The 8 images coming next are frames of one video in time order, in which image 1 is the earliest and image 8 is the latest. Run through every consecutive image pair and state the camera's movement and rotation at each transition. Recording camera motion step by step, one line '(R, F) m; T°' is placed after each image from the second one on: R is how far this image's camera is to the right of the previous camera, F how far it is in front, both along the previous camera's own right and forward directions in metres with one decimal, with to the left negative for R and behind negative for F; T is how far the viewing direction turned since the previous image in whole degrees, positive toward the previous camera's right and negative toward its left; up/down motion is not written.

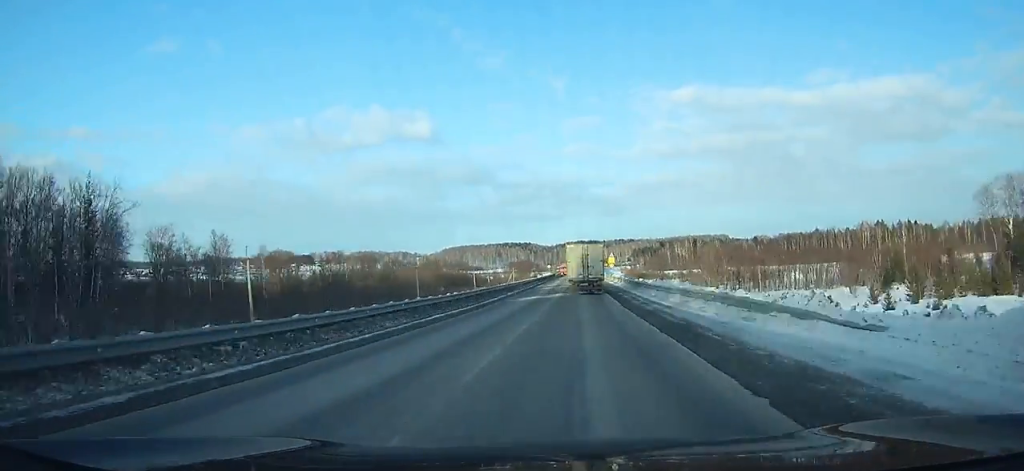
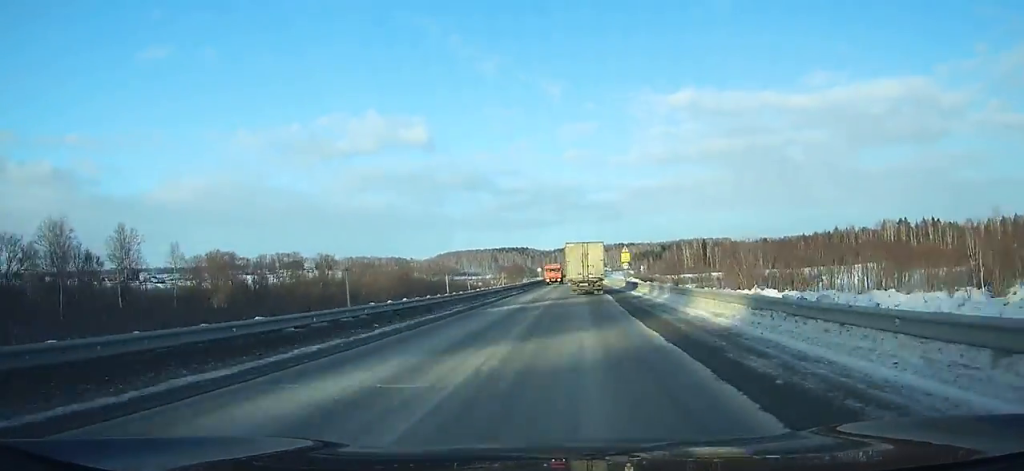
(+0.2, +31.4) m; 0°
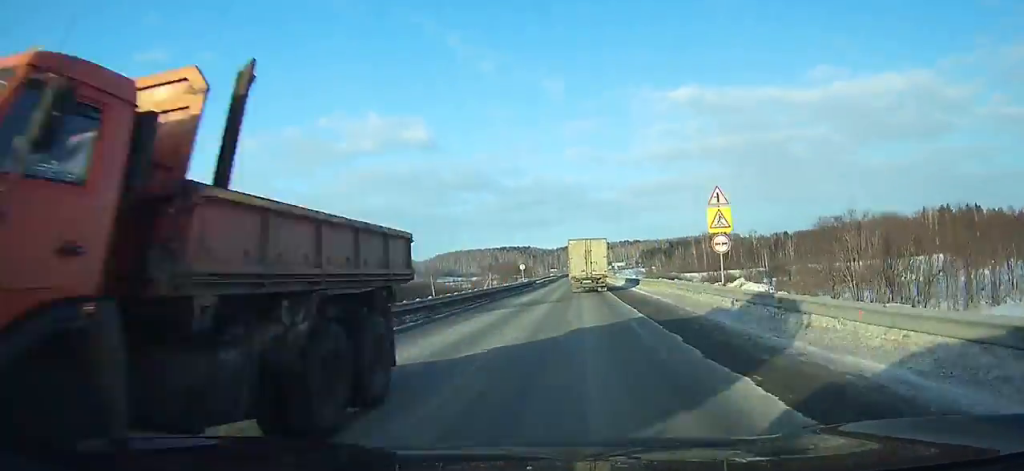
(0.0, +43.8) m; 0°
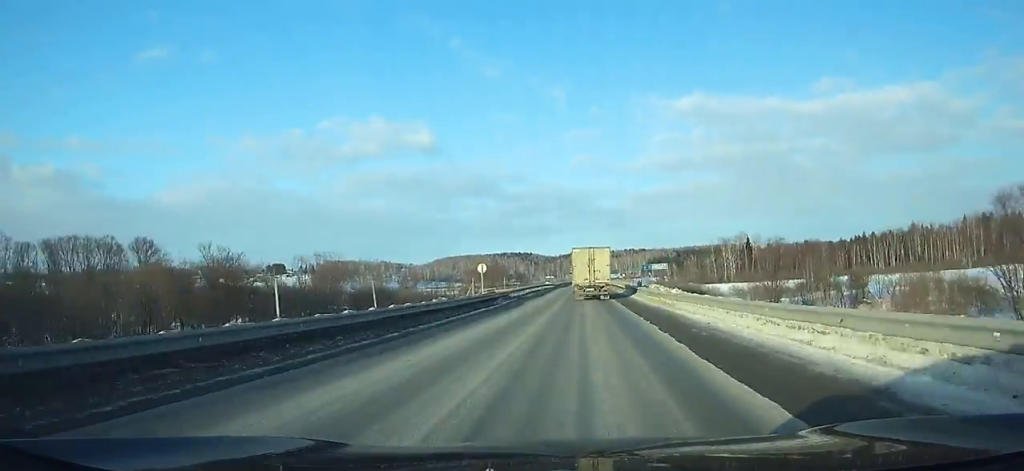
(0.0, +34.7) m; 0°
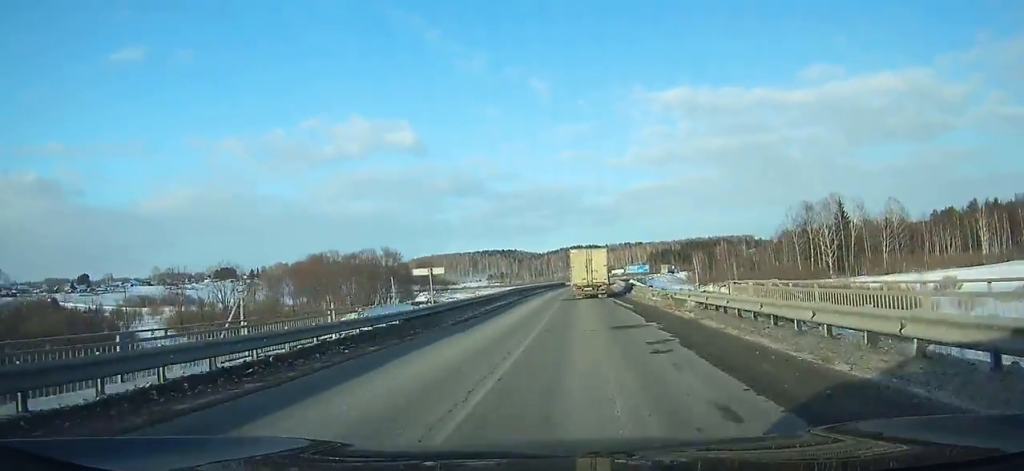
(-0.6, +105.5) m; +1°
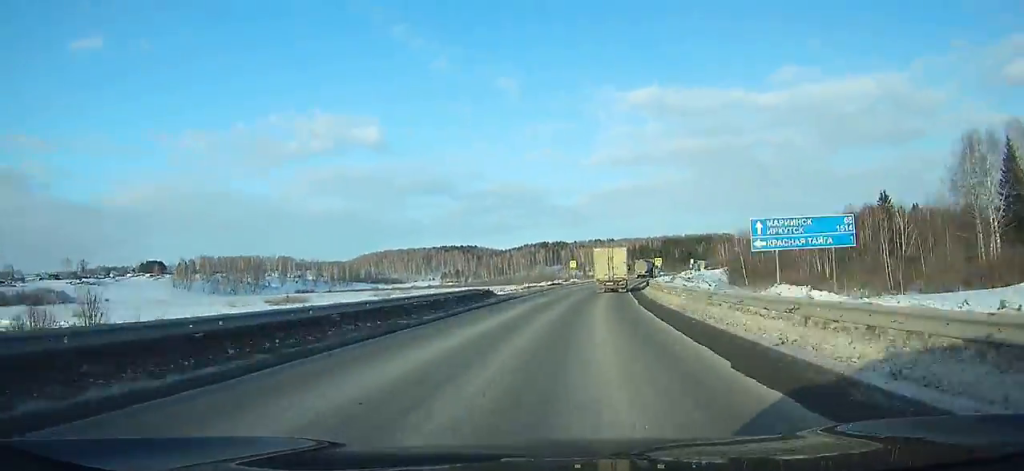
(+1.9, +77.5) m; +5°
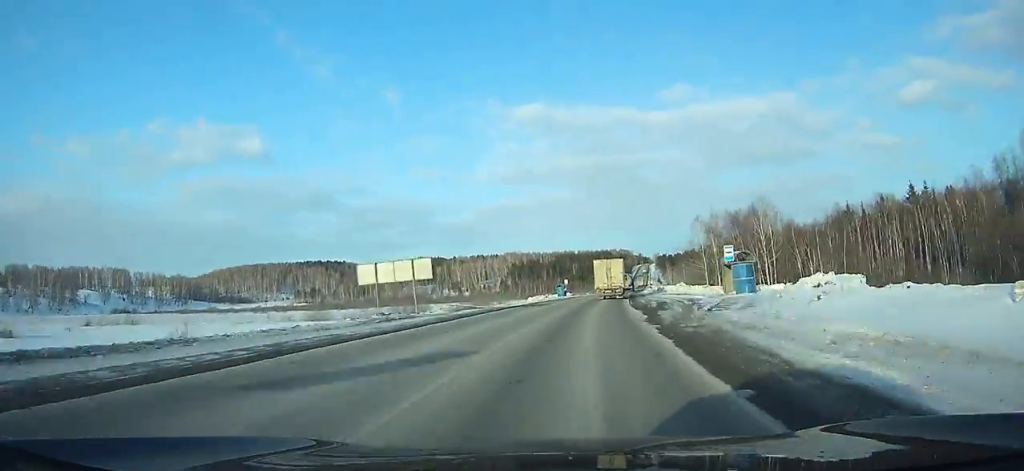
(+8.0, +90.6) m; +9°
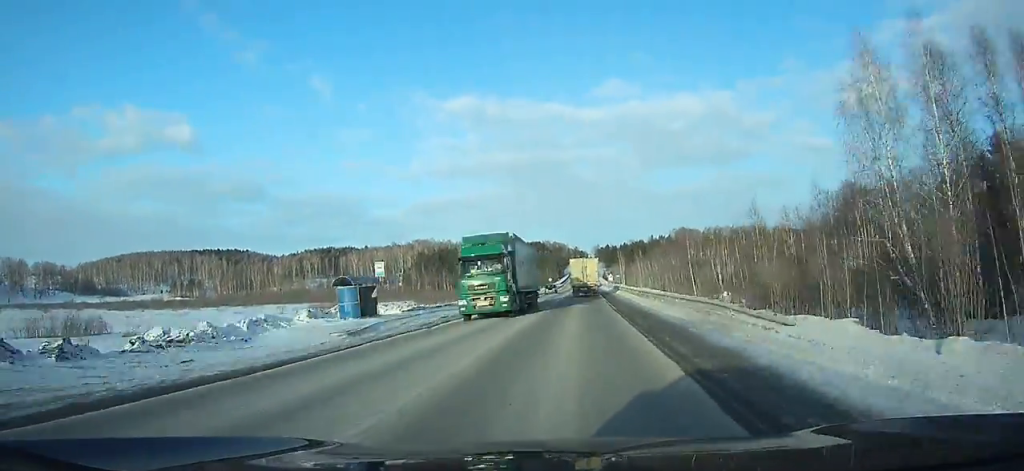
(+4.7, +80.9) m; +5°
